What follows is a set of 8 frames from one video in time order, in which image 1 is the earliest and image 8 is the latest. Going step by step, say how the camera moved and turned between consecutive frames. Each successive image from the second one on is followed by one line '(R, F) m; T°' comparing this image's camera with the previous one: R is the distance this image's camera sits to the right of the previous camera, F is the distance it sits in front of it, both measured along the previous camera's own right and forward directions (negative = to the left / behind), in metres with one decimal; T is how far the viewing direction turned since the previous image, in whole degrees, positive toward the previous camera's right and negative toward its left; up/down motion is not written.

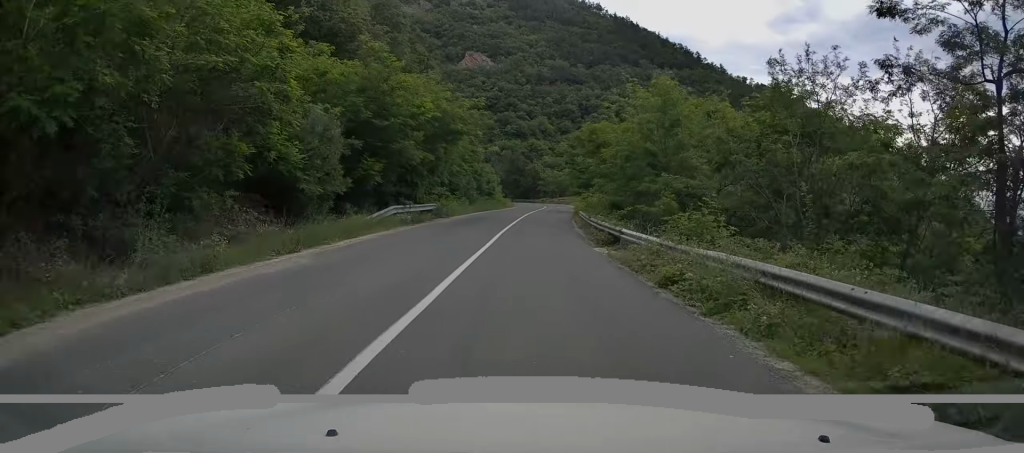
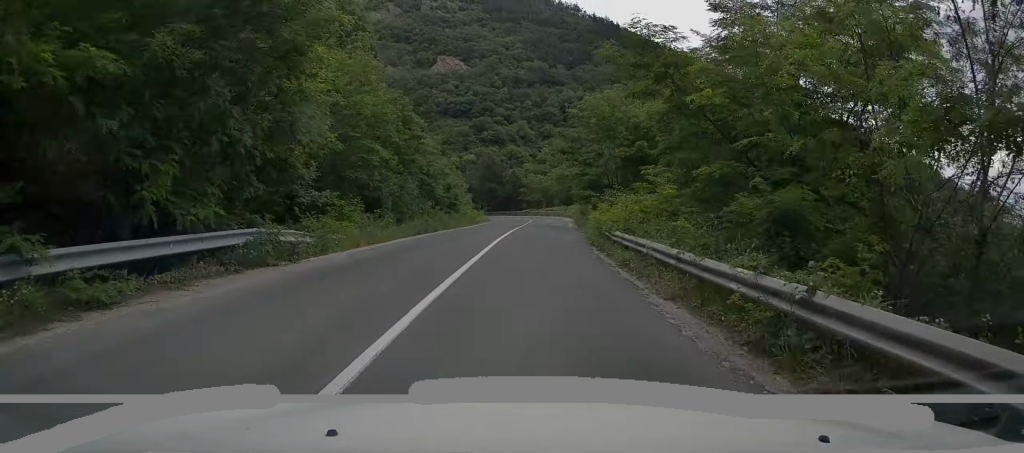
(+0.6, +19.4) m; +3°
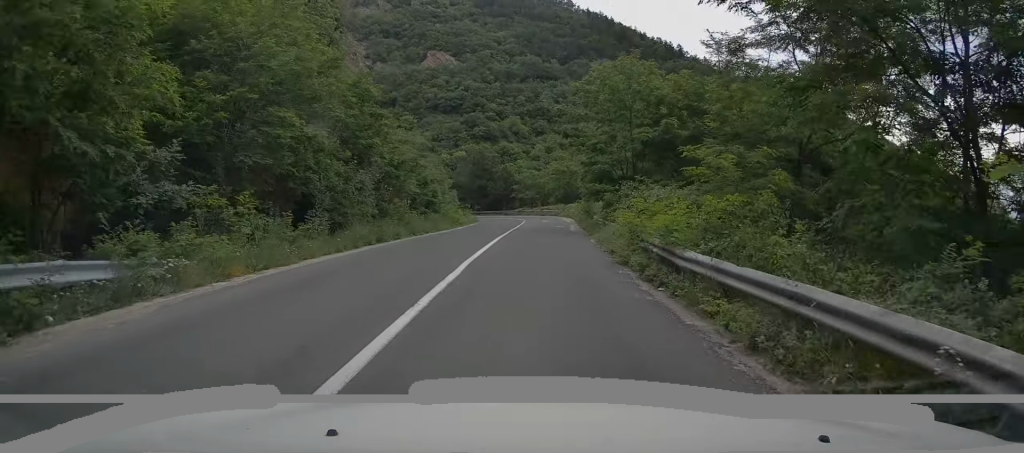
(0.0, +7.5) m; +1°
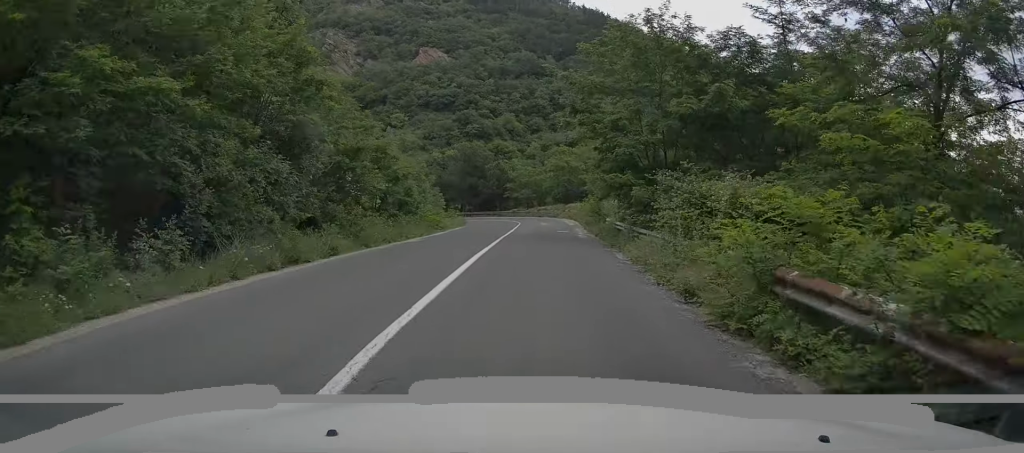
(0.0, +7.1) m; +1°
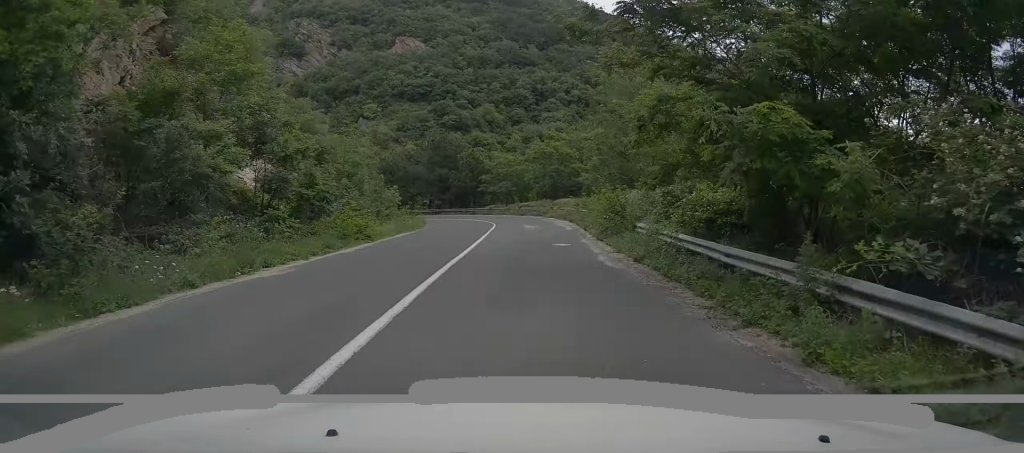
(+0.4, +12.0) m; +2°
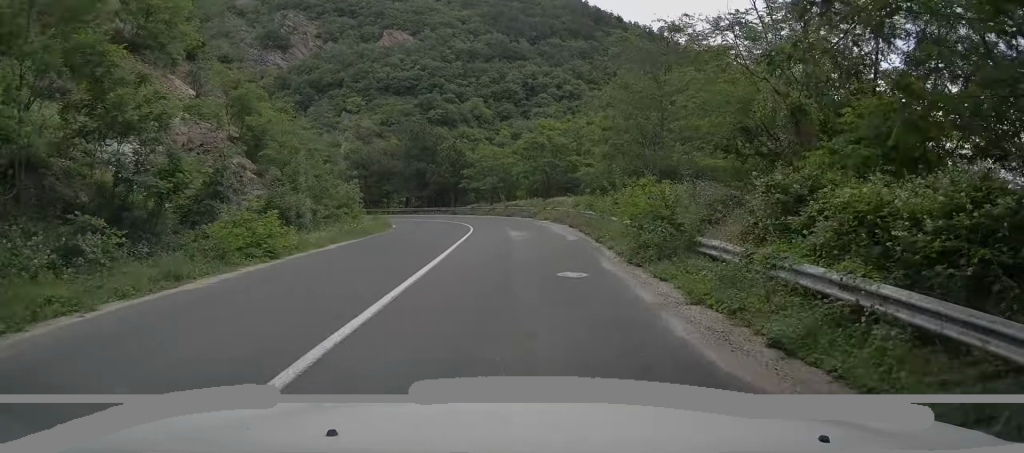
(0.0, +7.3) m; 0°
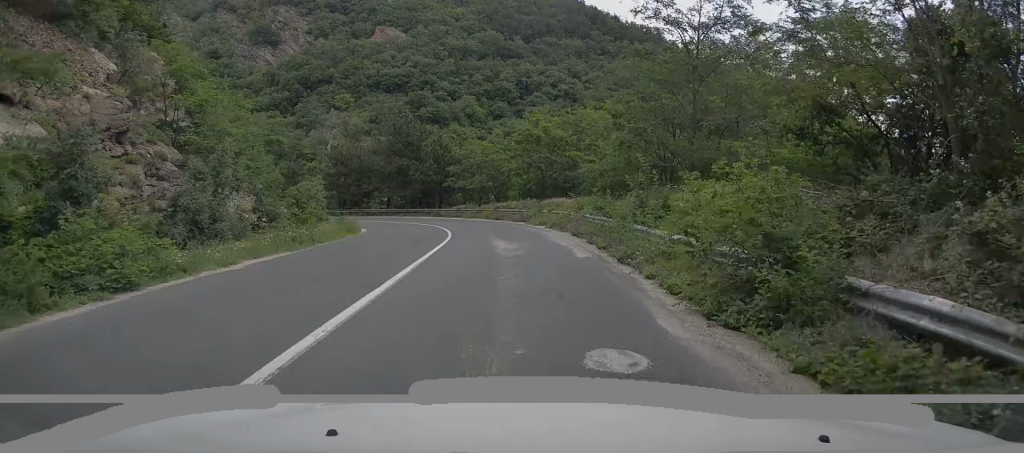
(0.0, +5.3) m; 0°
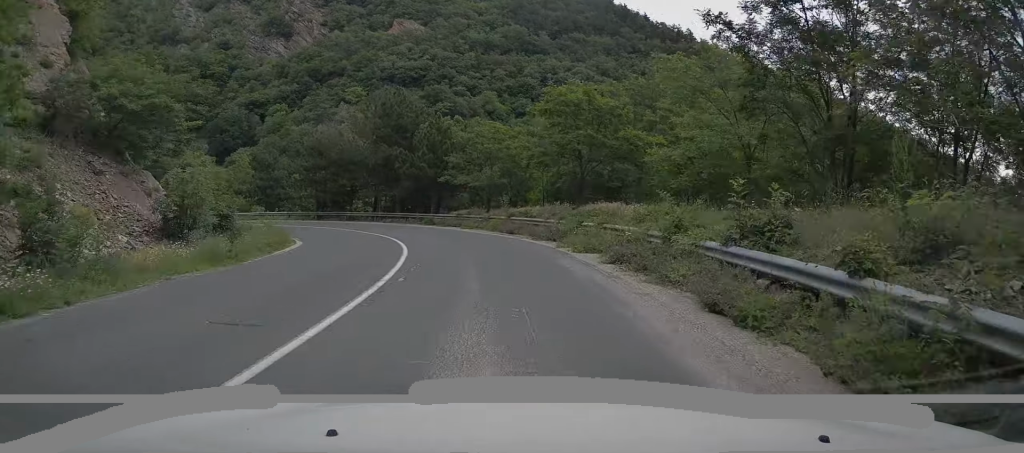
(-0.1, +13.0) m; -3°
